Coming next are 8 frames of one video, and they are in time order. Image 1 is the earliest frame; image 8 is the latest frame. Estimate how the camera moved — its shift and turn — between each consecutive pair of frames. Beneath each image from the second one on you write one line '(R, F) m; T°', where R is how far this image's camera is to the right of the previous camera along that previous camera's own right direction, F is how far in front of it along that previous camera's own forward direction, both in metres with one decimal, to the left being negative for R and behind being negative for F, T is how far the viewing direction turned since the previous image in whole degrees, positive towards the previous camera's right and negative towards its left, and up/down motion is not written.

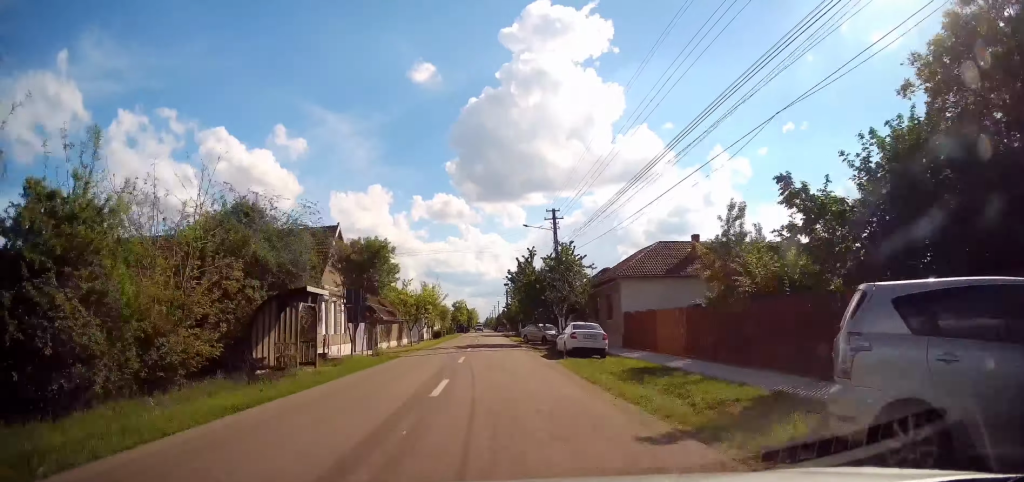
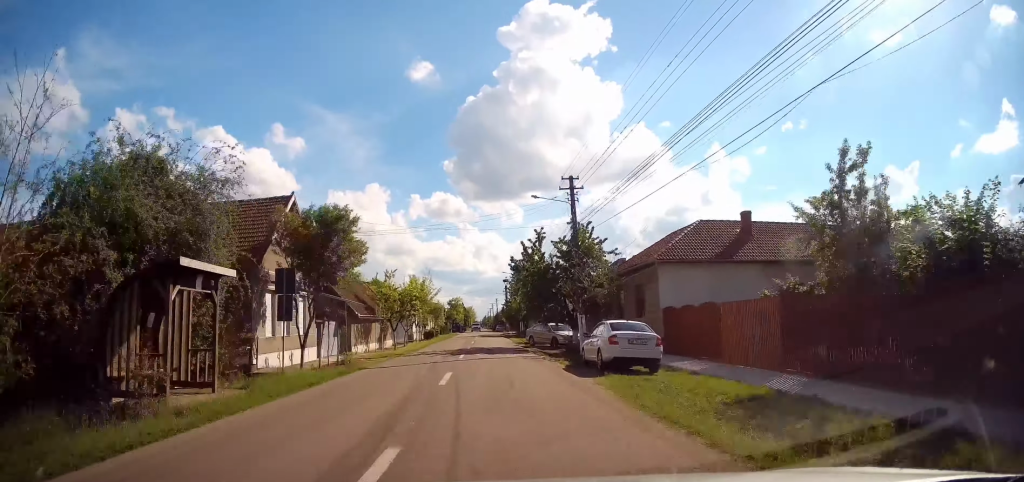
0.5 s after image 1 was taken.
(0.0, +7.2) m; 0°
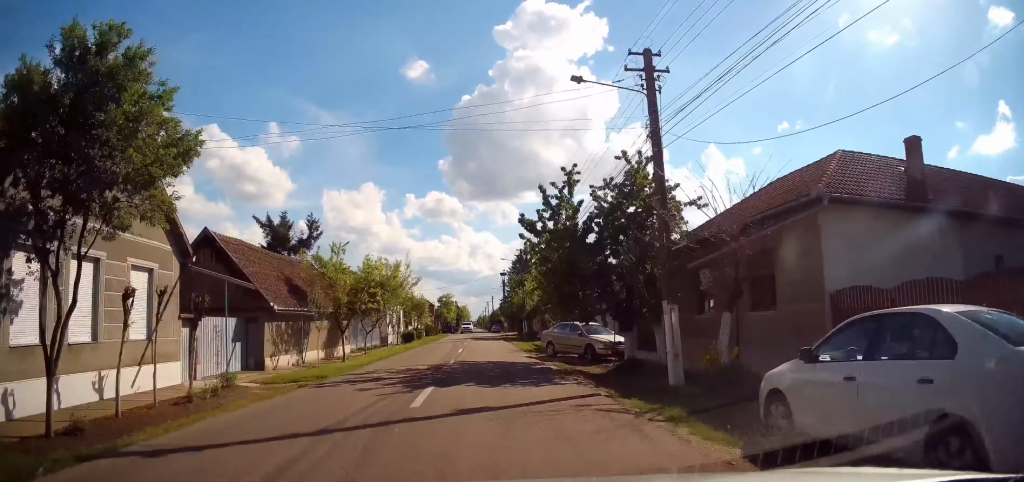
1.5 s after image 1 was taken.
(0.0, +12.5) m; 0°
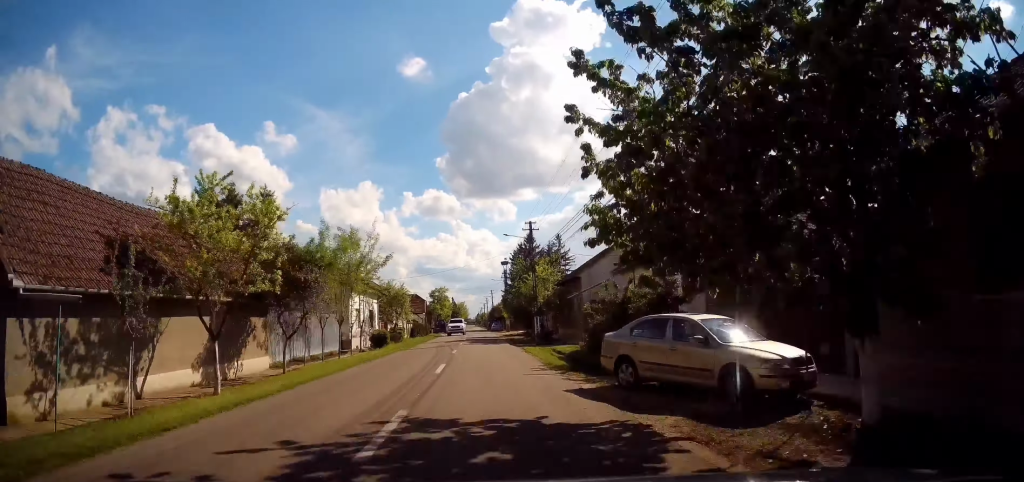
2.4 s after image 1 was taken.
(0.0, +12.3) m; 0°
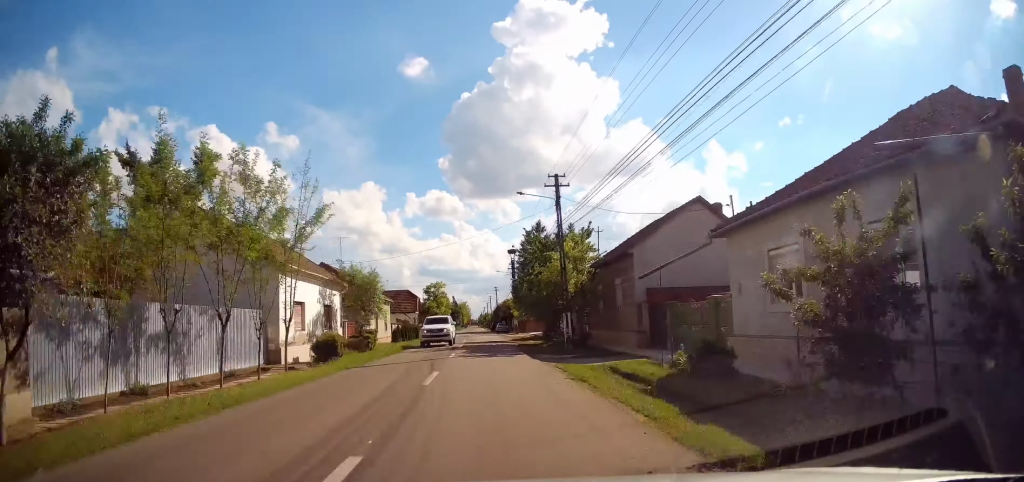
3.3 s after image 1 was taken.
(+0.1, +11.8) m; 0°
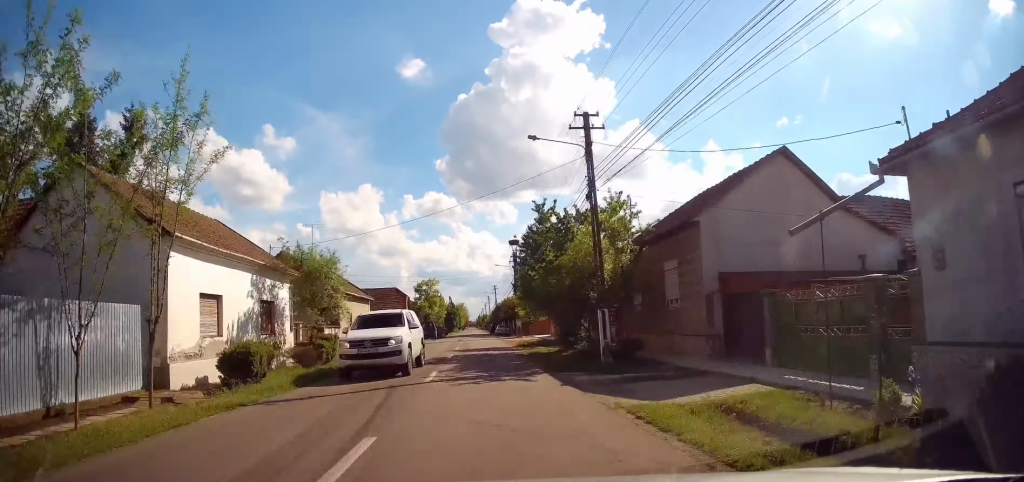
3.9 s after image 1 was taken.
(+0.2, +7.8) m; -1°
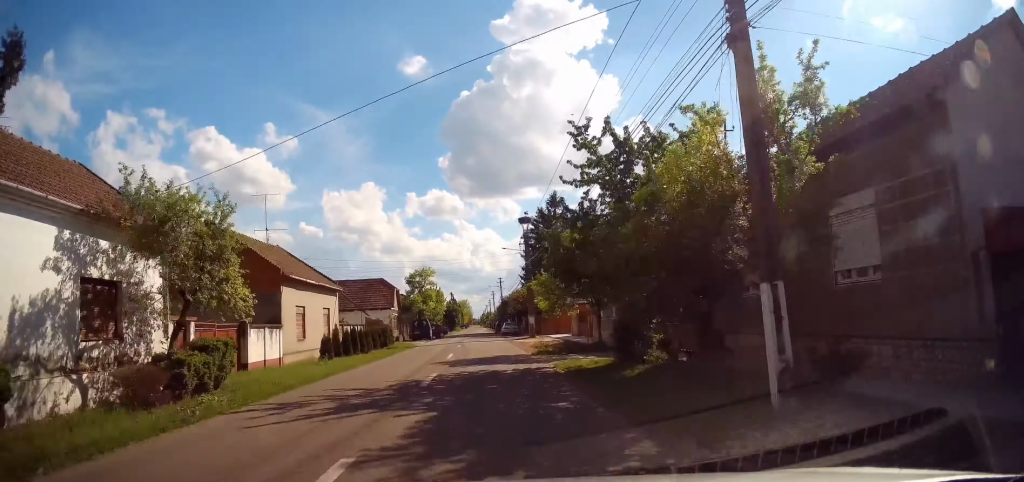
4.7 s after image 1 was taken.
(-0.3, +10.3) m; 0°
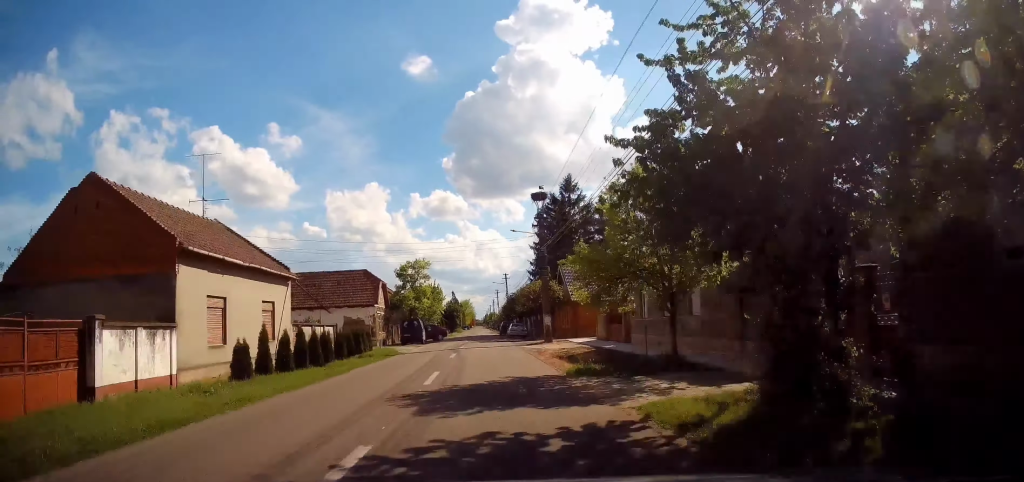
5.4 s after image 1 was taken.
(0.0, +8.7) m; 0°
